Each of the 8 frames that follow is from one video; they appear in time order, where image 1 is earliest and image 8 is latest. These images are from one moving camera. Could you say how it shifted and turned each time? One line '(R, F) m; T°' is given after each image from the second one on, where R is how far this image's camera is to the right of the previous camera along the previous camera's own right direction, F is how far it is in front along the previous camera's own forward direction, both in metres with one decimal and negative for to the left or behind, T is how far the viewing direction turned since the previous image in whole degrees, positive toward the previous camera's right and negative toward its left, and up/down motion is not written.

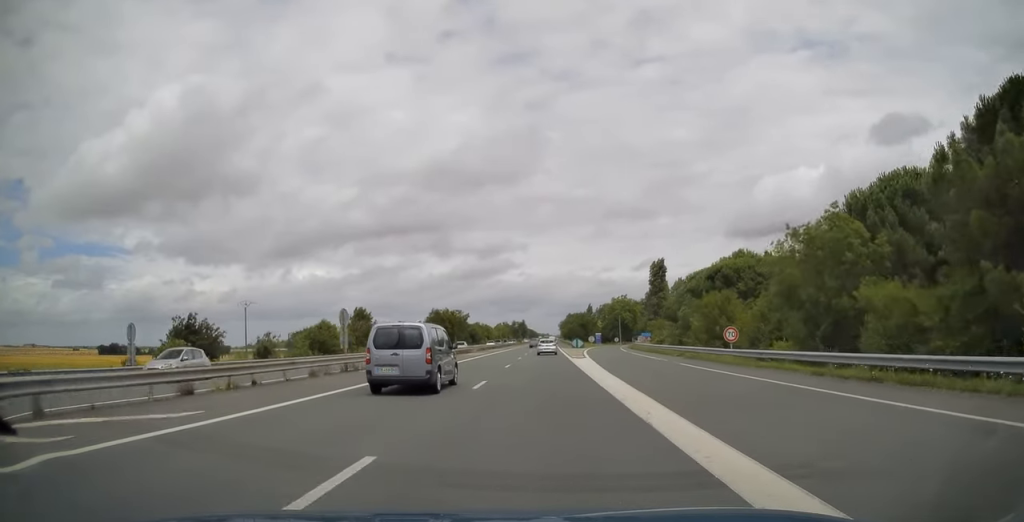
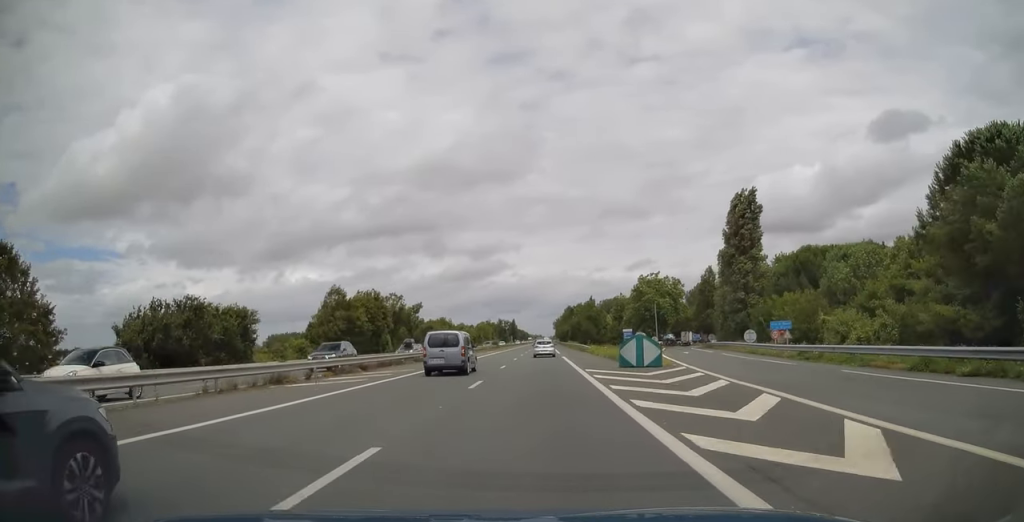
(+0.5, +64.4) m; 0°
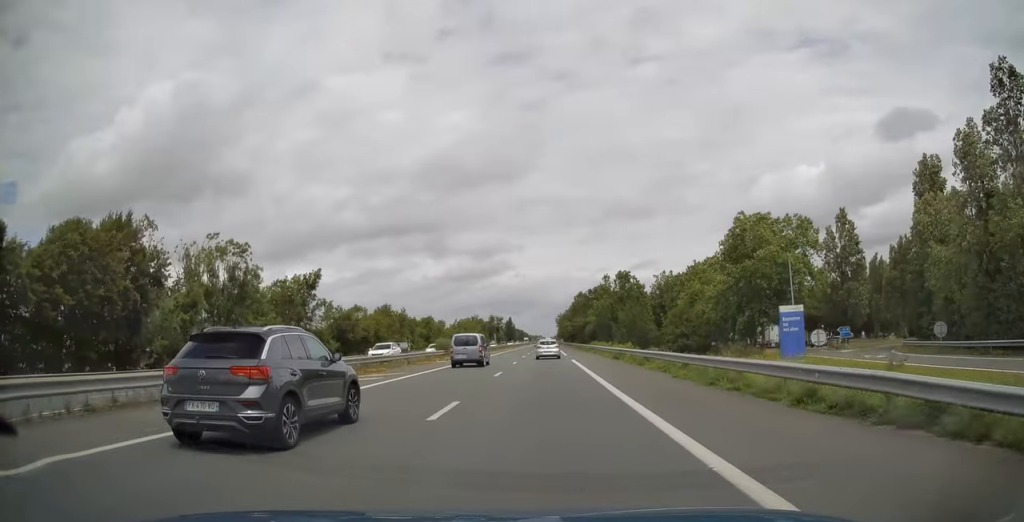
(-0.1, +59.0) m; 0°
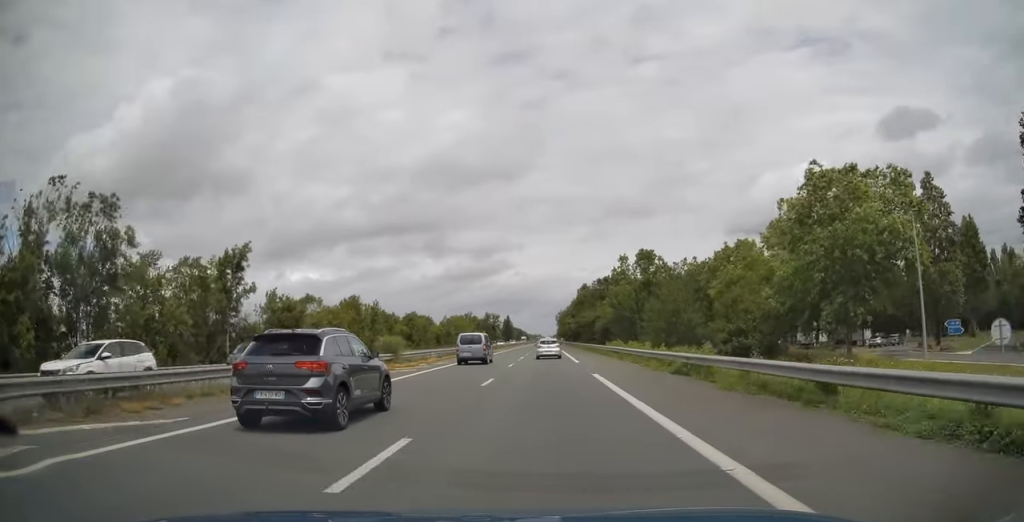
(0.0, +18.0) m; 0°
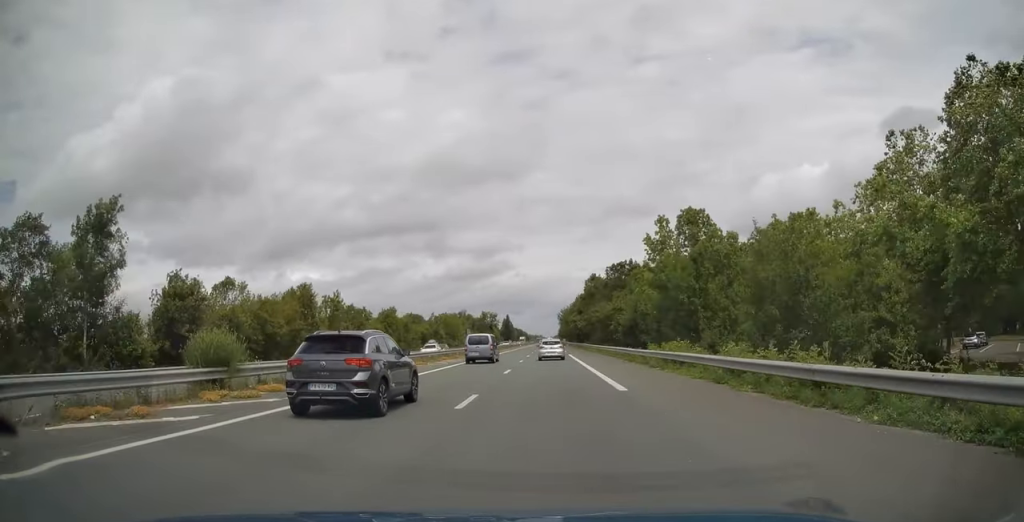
(0.0, +19.2) m; 0°
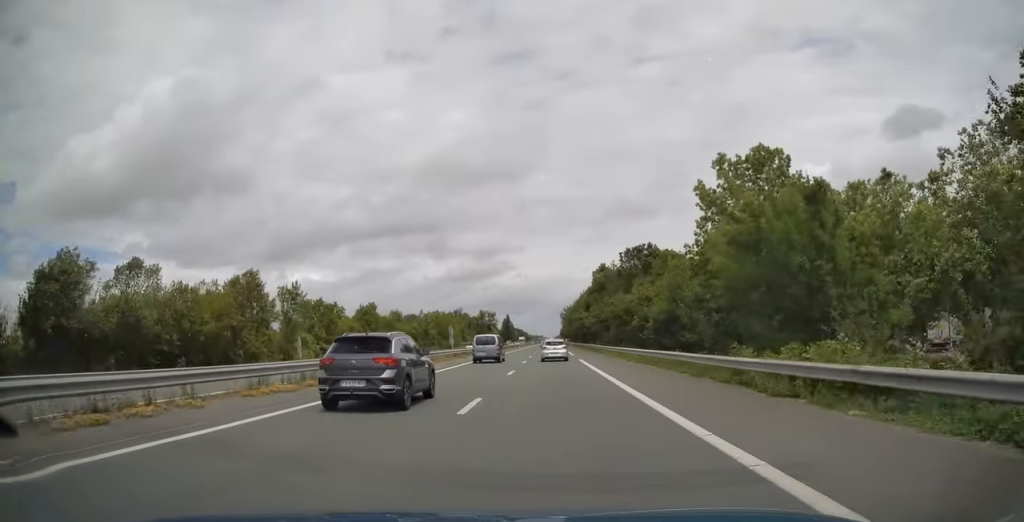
(0.0, +13.8) m; 0°
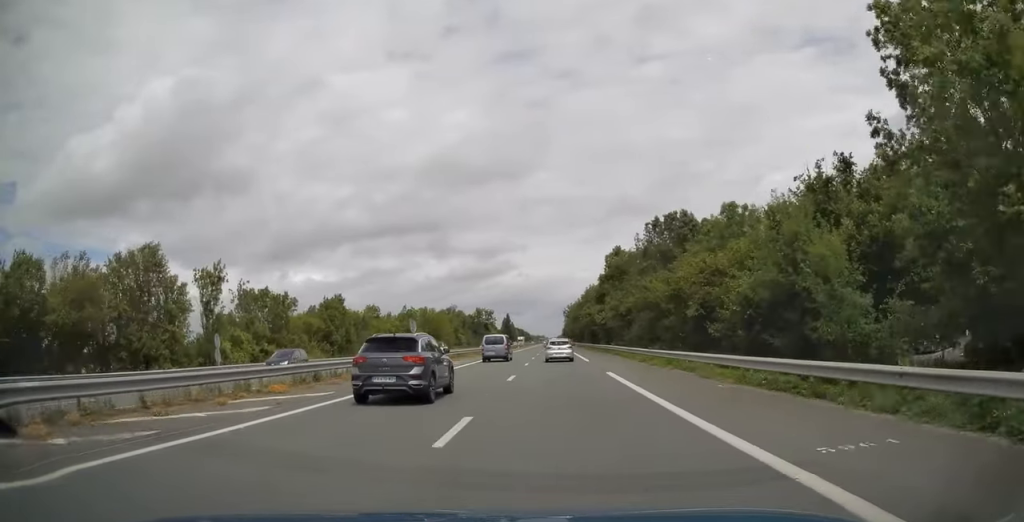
(0.0, +16.6) m; 0°
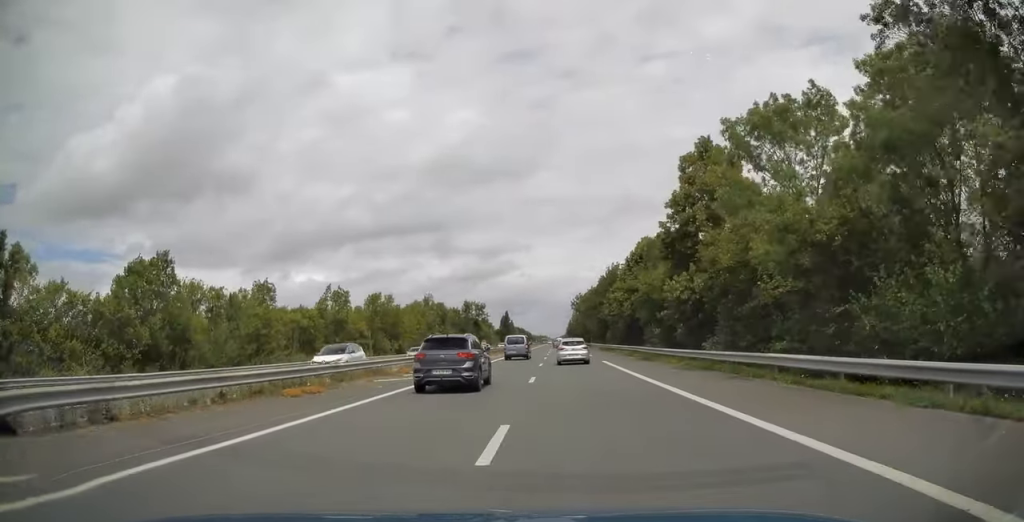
(-0.1, +40.1) m; 0°
